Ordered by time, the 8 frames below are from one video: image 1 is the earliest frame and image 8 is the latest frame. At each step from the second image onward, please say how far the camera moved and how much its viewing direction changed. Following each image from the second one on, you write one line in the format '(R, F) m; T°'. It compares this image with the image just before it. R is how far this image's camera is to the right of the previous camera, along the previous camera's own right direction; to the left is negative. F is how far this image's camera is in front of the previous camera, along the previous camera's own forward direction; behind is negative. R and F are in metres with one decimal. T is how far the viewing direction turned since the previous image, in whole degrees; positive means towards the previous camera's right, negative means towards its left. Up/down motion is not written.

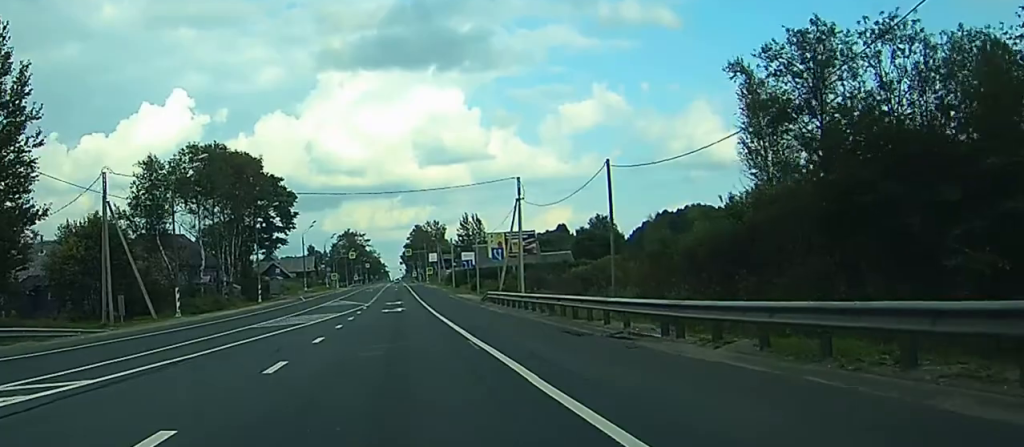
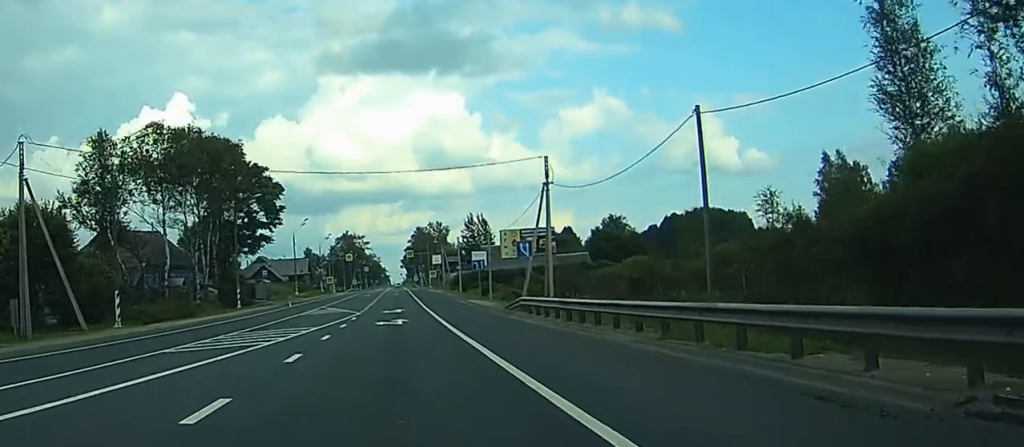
(0.0, +14.0) m; 0°
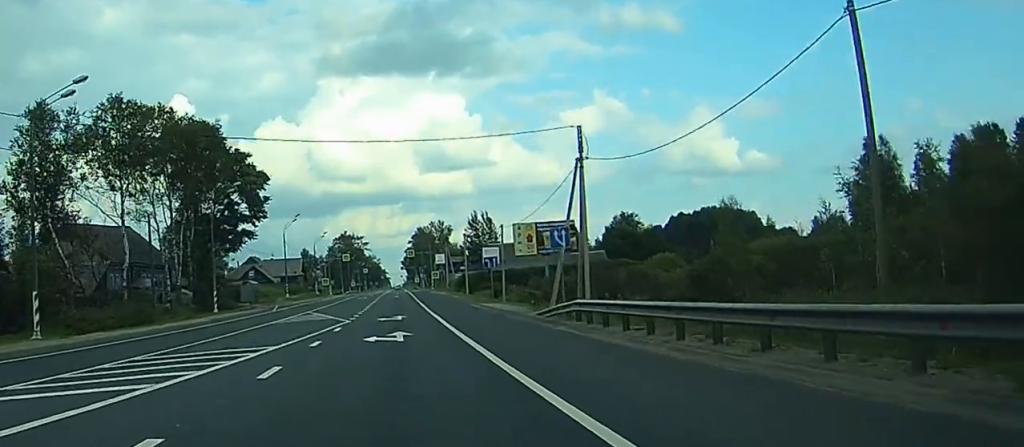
(0.0, +11.5) m; 0°
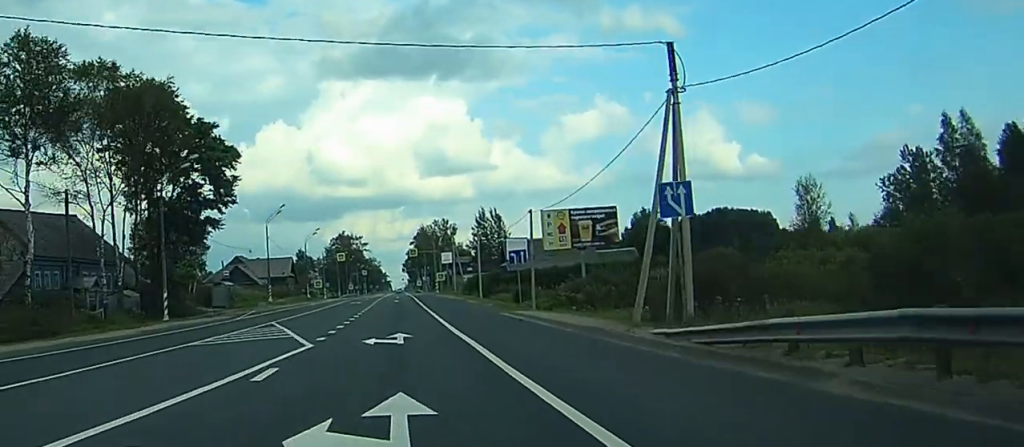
(0.0, +16.9) m; 0°
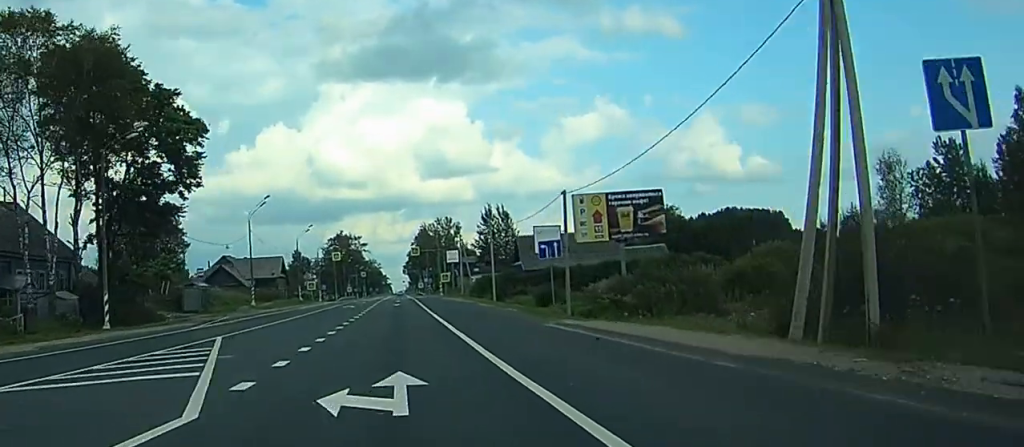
(0.0, +12.5) m; 0°
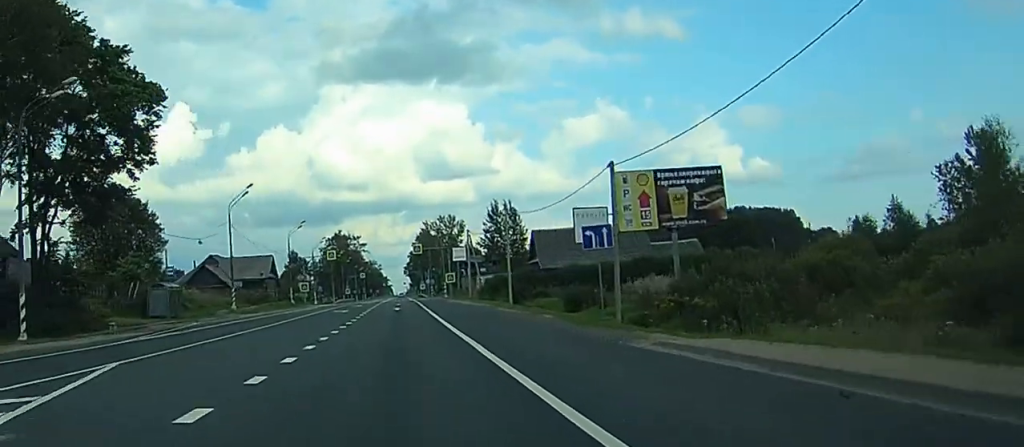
(-0.1, +10.9) m; 0°
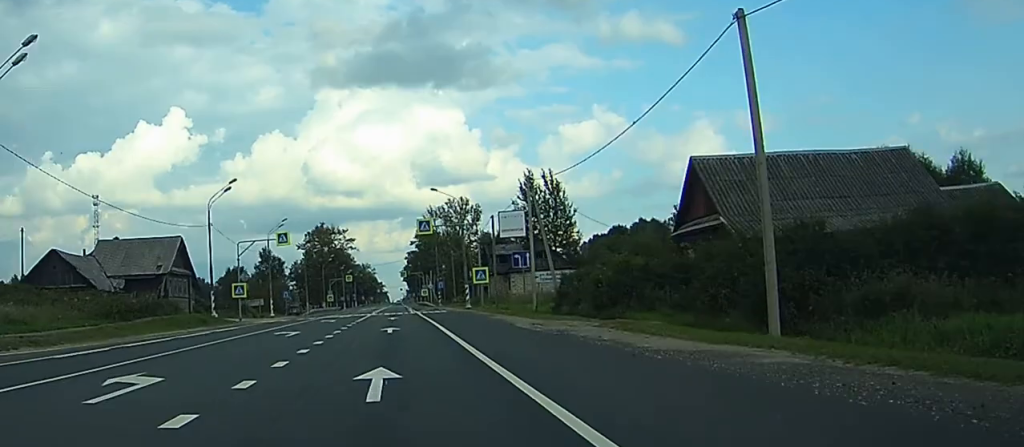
(-0.2, +47.5) m; +1°
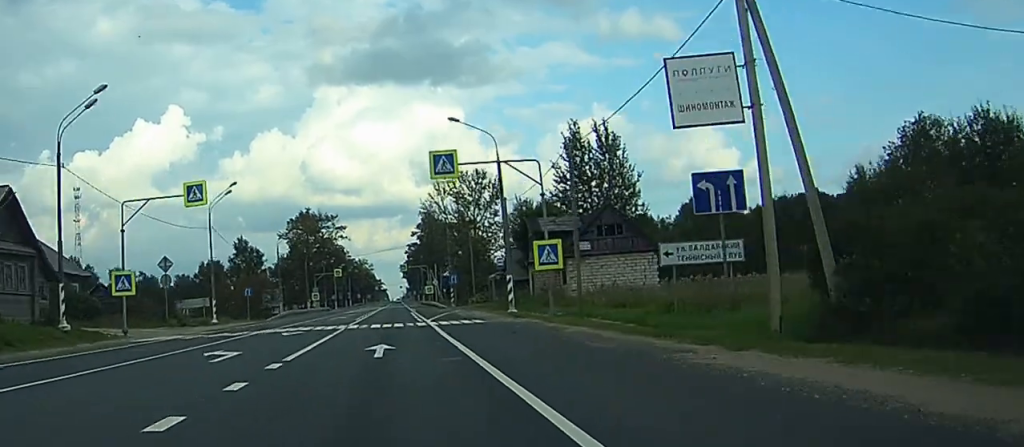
(+0.4, +31.5) m; +1°
